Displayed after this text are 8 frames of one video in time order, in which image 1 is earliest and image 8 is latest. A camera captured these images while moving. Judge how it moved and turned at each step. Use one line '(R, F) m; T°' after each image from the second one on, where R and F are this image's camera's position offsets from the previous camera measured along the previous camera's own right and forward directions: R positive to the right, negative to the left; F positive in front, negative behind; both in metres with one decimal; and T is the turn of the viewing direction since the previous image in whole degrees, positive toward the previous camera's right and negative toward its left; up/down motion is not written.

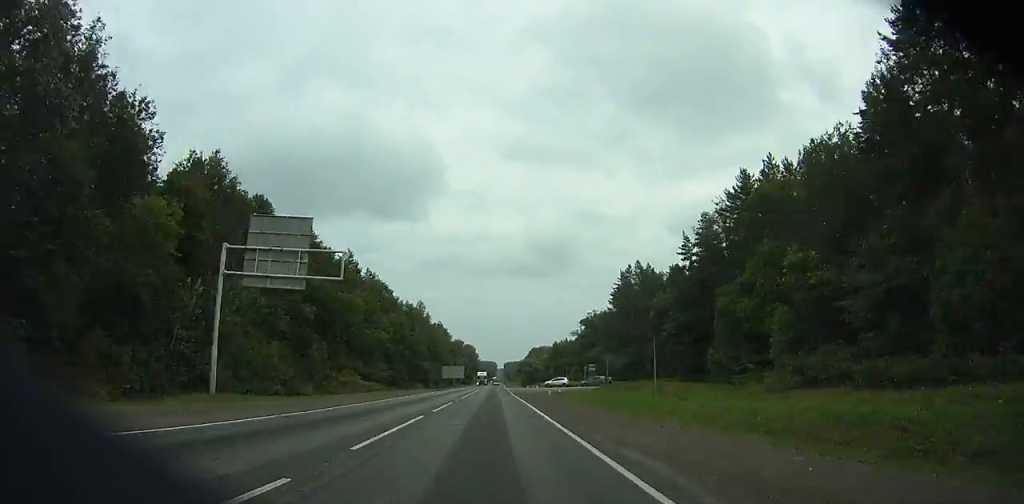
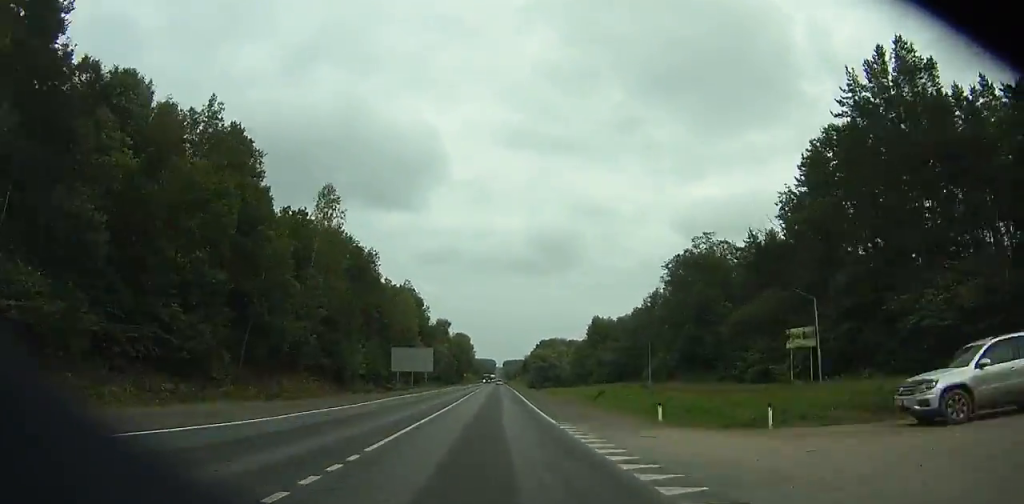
(-0.3, +92.0) m; +1°
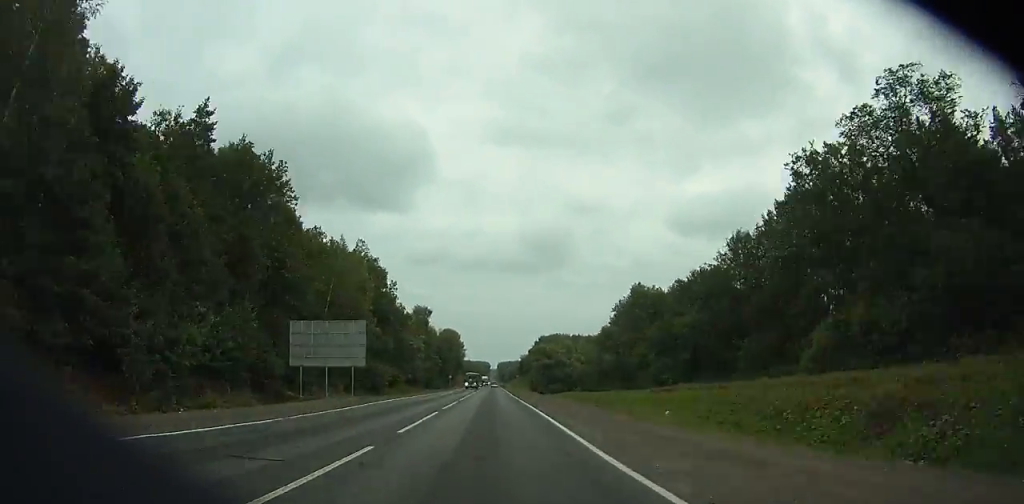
(+1.1, +47.9) m; +3°
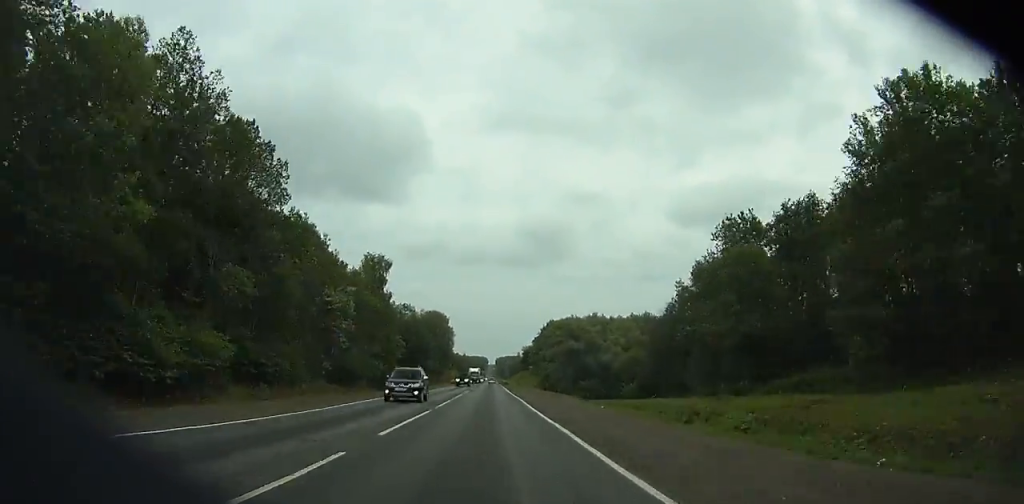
(+2.4, +68.9) m; -1°
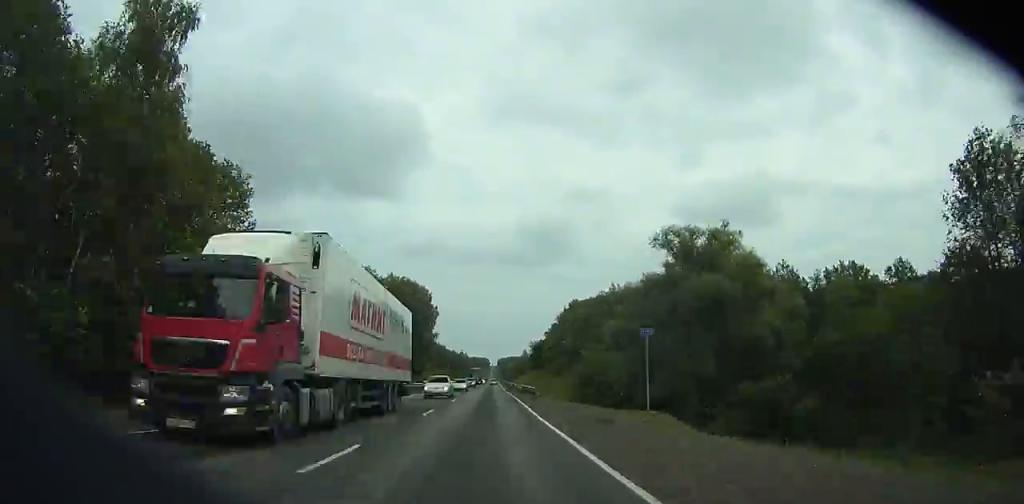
(-3.8, +67.8) m; -5°
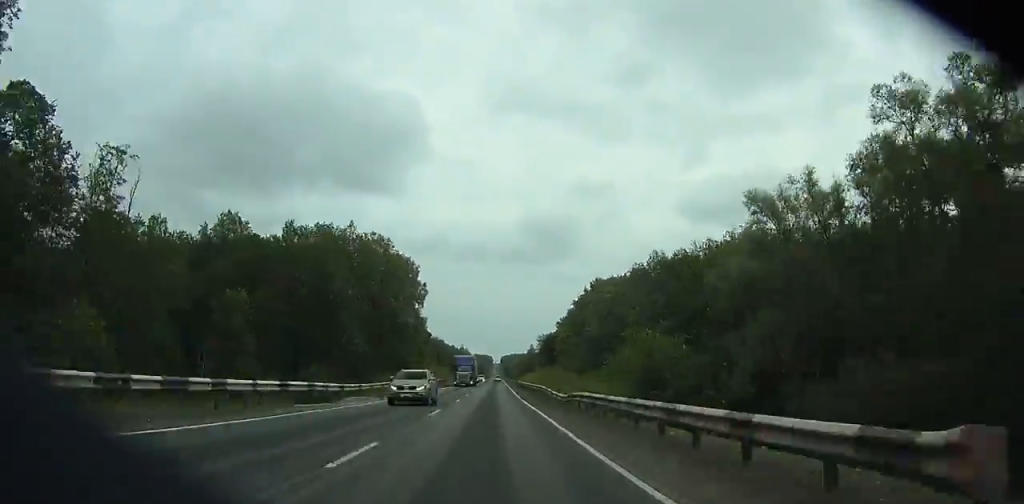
(-4.1, +28.3) m; -2°
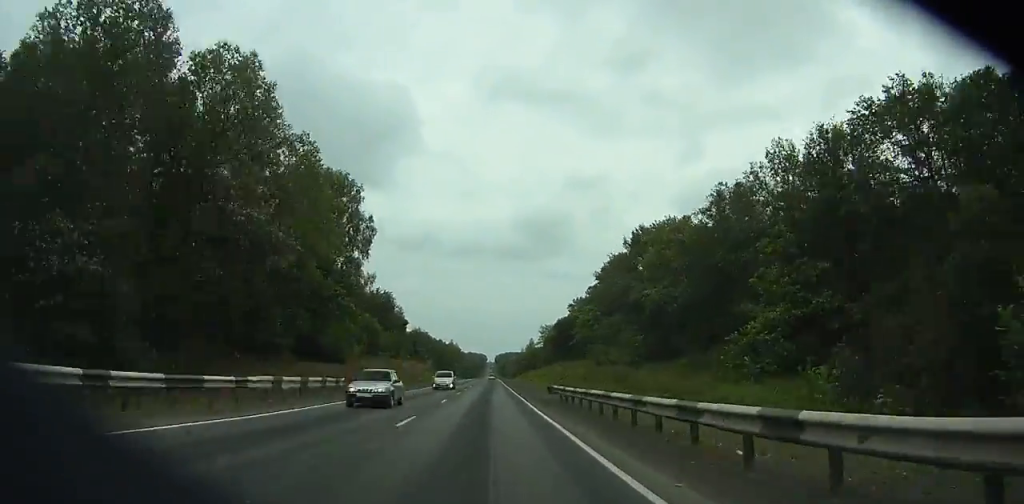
(+4.8, +48.1) m; +4°
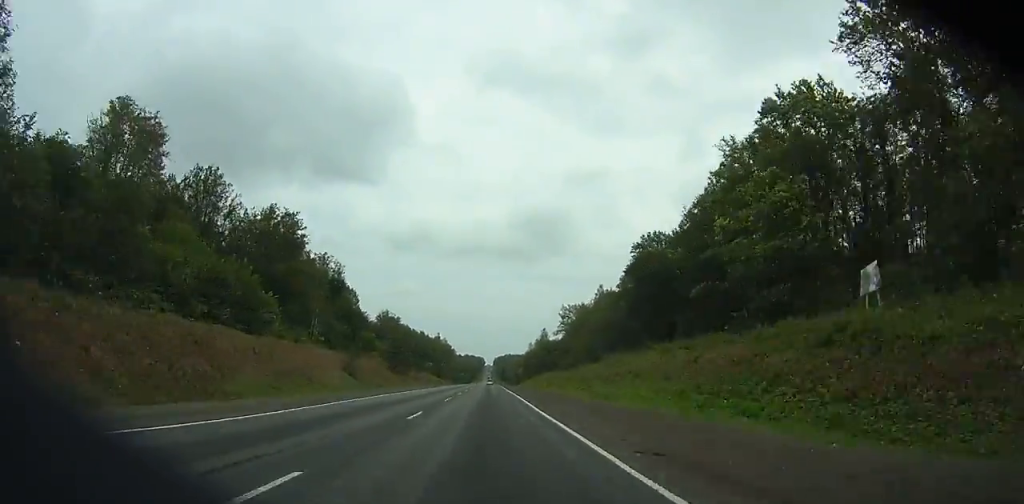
(+1.9, +78.4) m; +1°
